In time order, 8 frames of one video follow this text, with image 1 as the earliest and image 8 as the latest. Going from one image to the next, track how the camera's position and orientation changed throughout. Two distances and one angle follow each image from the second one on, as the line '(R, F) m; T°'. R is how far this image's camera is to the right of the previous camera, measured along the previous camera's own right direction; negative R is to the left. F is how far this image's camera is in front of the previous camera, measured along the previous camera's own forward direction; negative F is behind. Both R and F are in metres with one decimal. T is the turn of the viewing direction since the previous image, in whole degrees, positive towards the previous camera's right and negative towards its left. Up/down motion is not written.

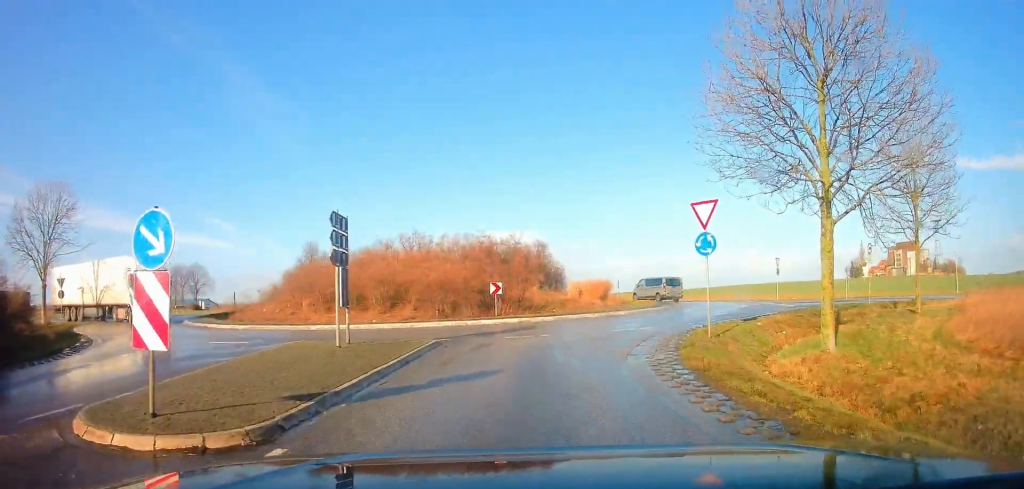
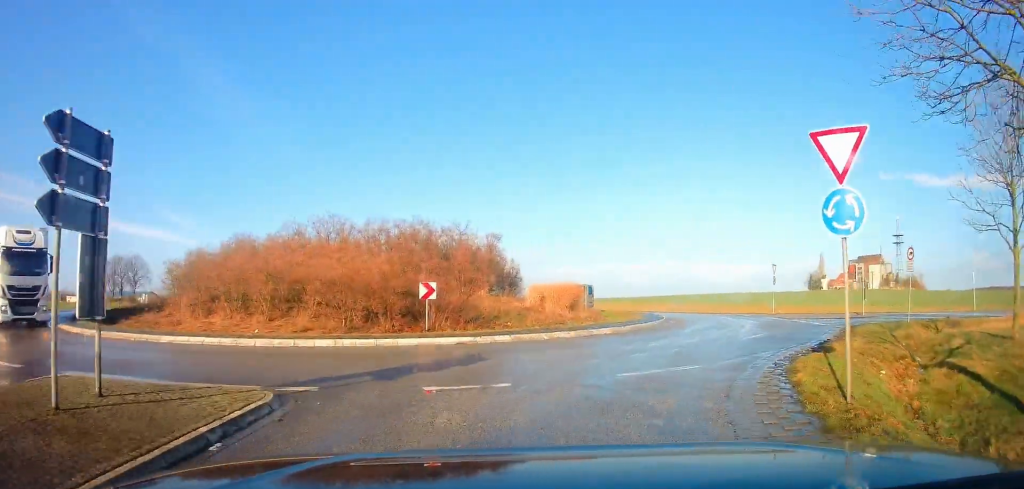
(+0.3, +7.5) m; +7°
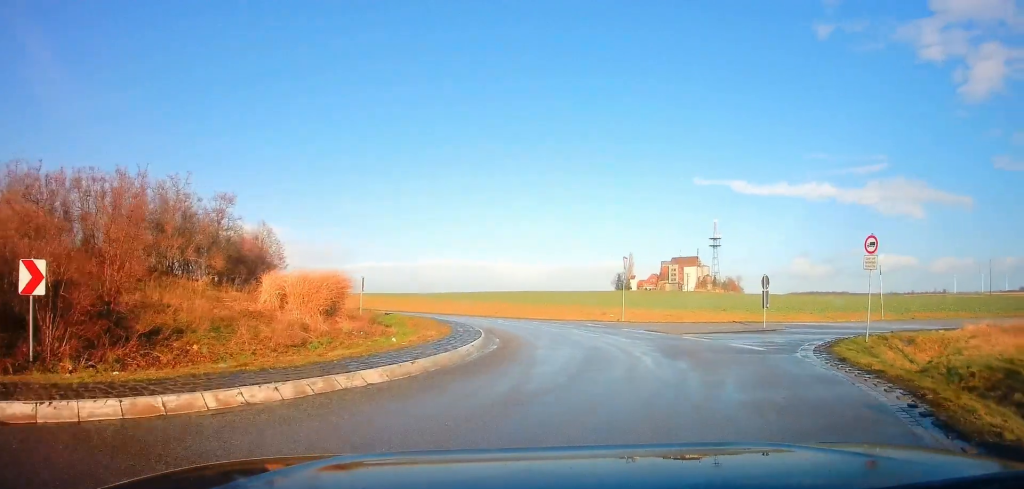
(+1.1, +9.4) m; +14°
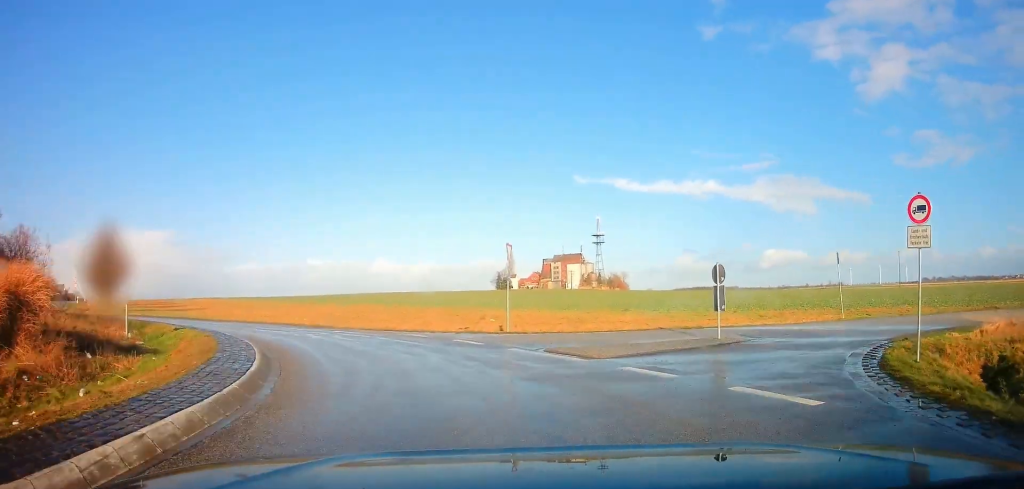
(+0.7, +7.5) m; +2°
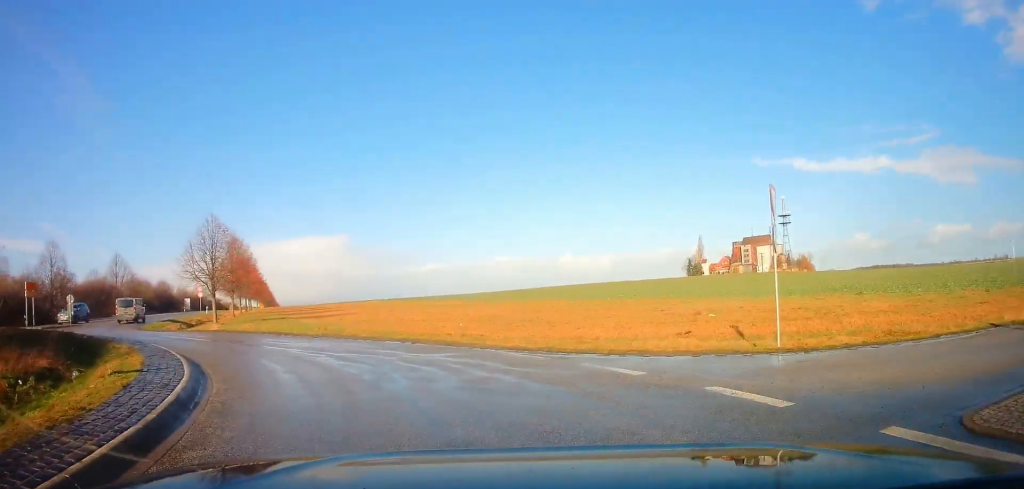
(-0.8, +9.6) m; -15°
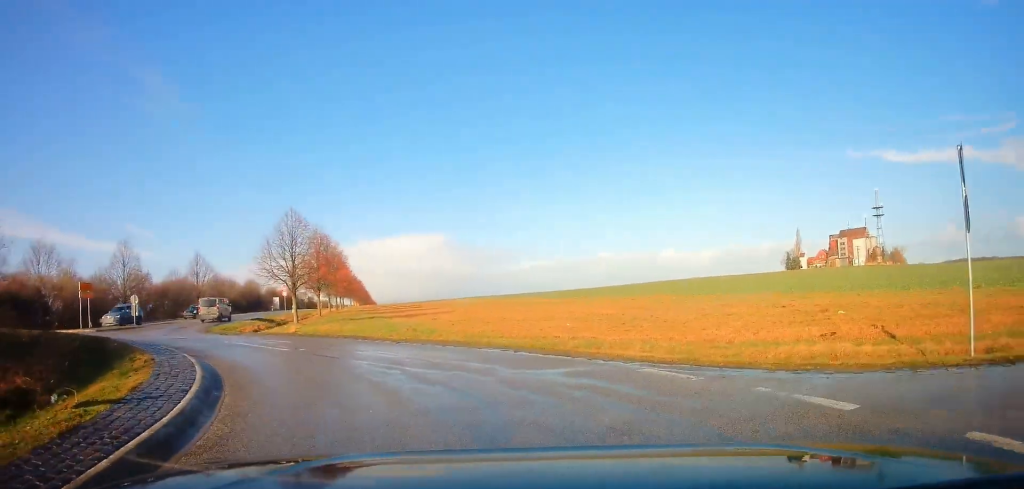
(-0.3, +3.1) m; -9°
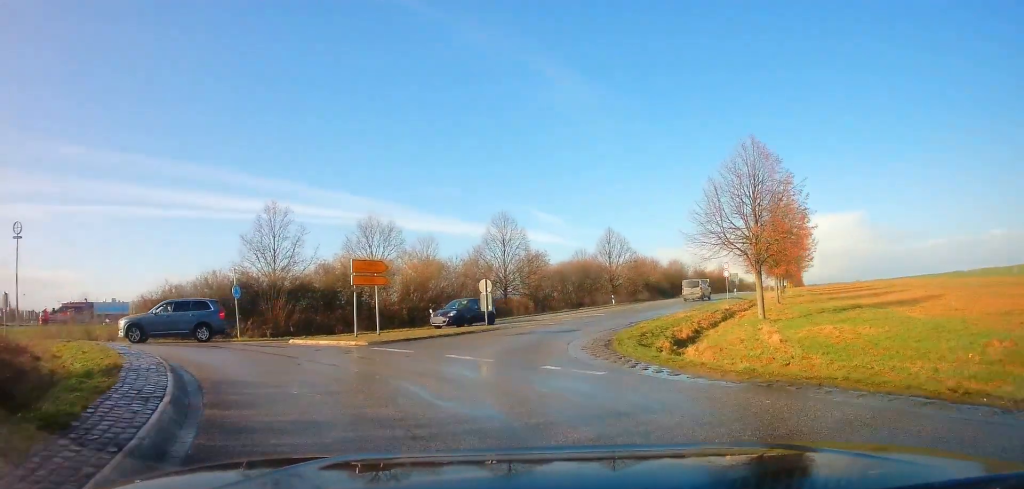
(-5.7, +14.0) m; -34°
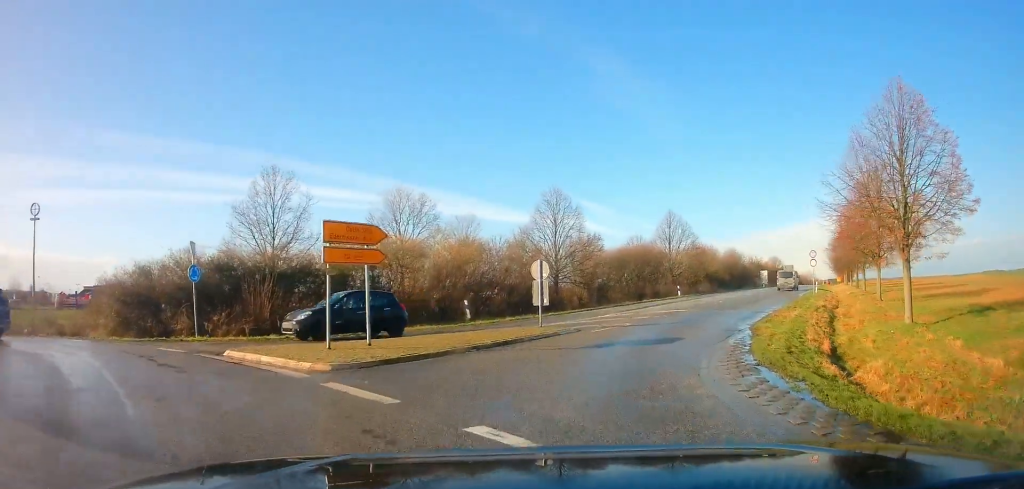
(-0.2, +7.6) m; +3°
